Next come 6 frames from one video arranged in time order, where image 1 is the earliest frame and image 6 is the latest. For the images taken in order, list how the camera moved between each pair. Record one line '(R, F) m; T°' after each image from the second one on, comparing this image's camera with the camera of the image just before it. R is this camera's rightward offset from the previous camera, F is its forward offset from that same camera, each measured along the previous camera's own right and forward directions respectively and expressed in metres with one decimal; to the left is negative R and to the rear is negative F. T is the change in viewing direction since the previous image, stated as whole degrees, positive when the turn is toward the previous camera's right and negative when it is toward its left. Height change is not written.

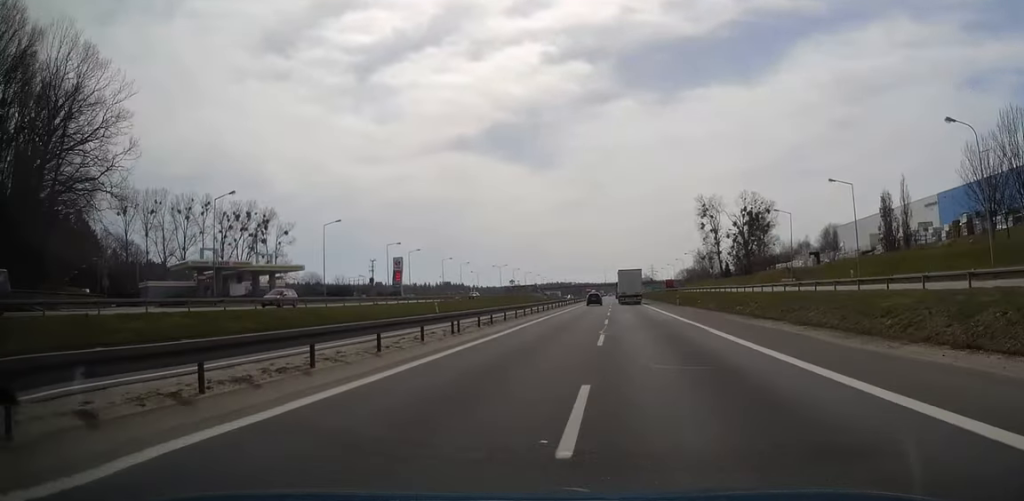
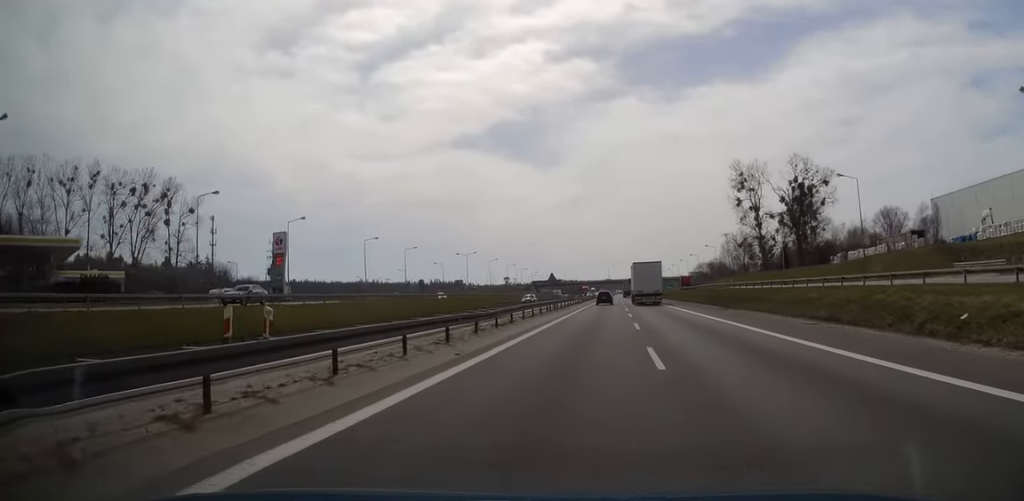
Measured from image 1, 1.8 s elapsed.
(-0.2, +53.5) m; 0°
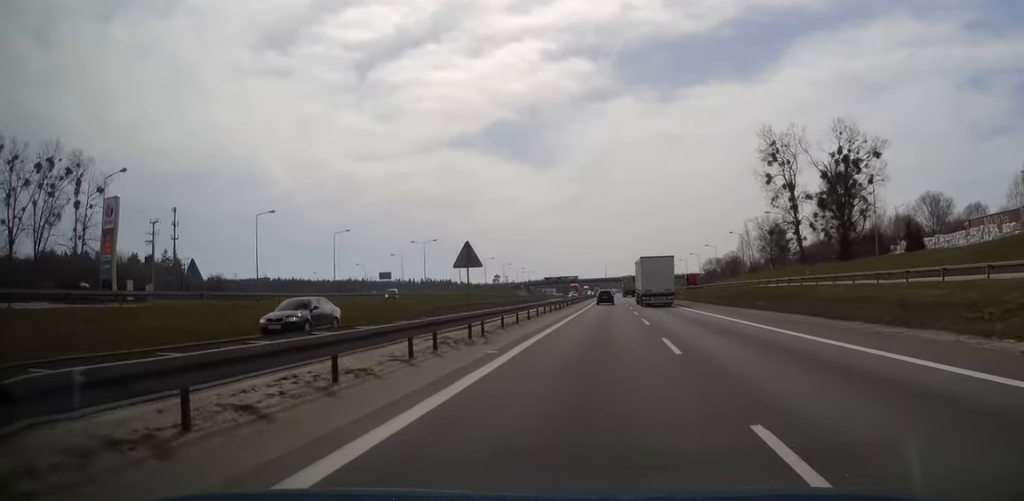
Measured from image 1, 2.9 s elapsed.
(+0.1, +33.3) m; 0°
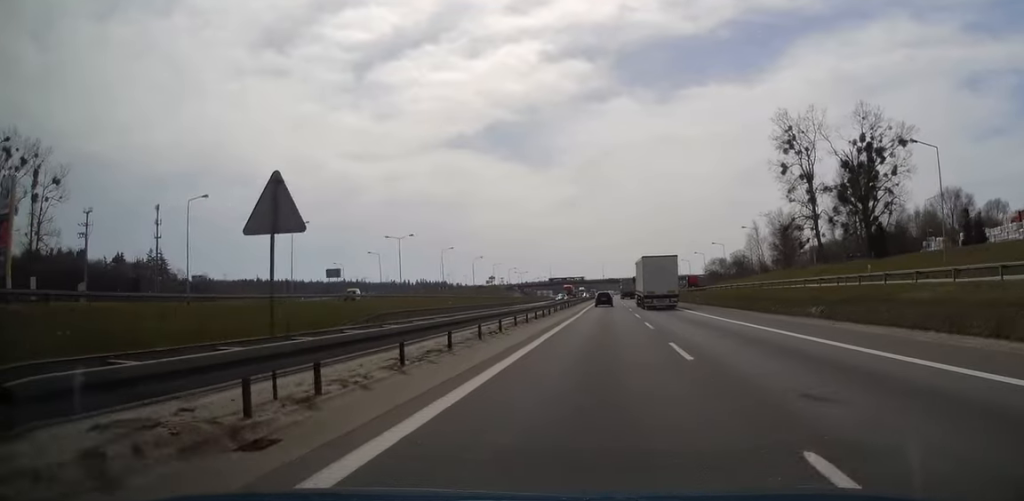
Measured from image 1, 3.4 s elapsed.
(0.0, +13.0) m; 0°
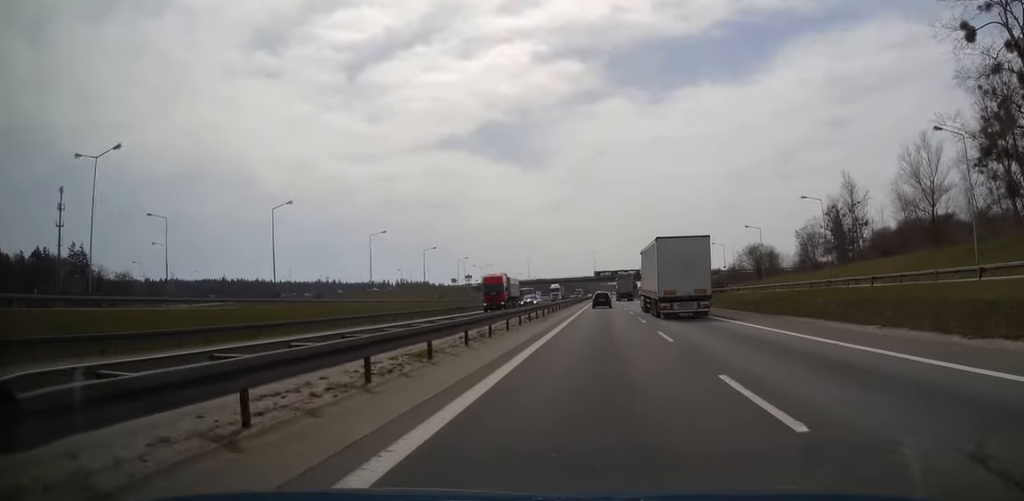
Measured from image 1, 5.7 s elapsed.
(+0.4, +65.7) m; +1°
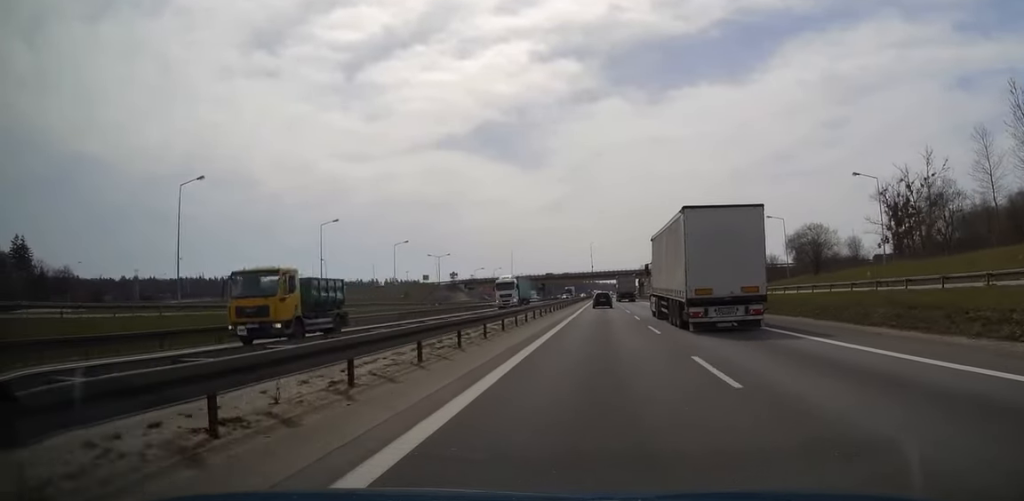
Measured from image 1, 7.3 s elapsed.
(0.0, +44.5) m; 0°
